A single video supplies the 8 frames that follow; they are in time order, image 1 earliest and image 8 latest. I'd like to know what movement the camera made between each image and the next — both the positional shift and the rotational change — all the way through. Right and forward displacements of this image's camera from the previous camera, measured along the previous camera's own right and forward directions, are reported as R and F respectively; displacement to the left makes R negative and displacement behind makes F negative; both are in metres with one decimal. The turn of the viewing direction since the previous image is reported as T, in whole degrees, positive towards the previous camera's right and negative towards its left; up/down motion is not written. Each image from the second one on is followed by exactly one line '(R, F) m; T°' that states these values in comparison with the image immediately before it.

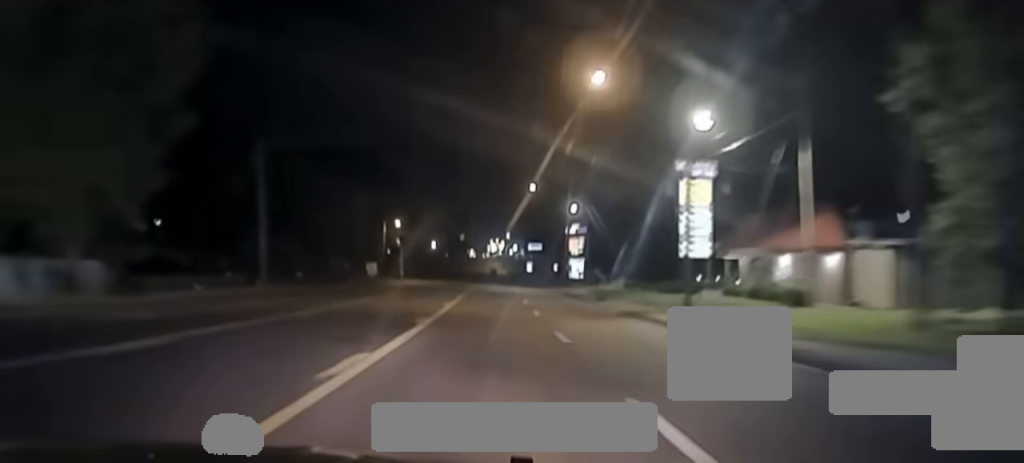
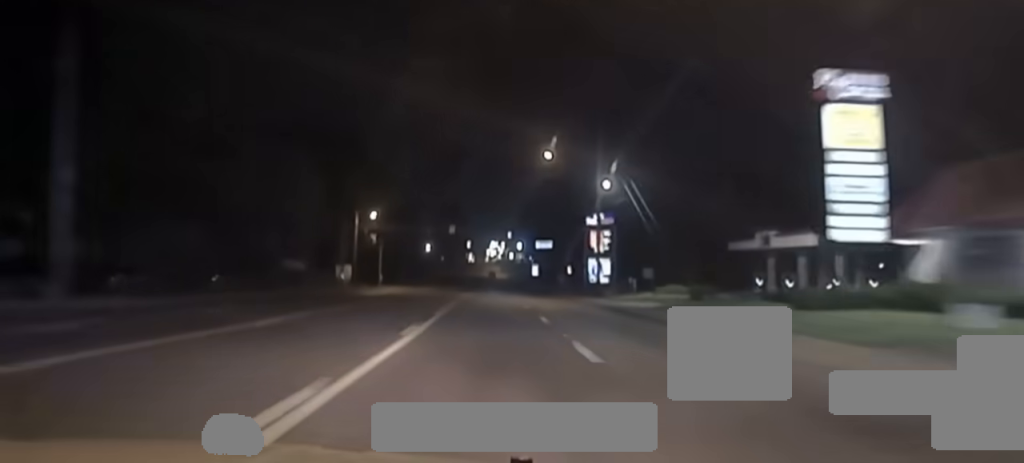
(0.0, +31.2) m; 0°
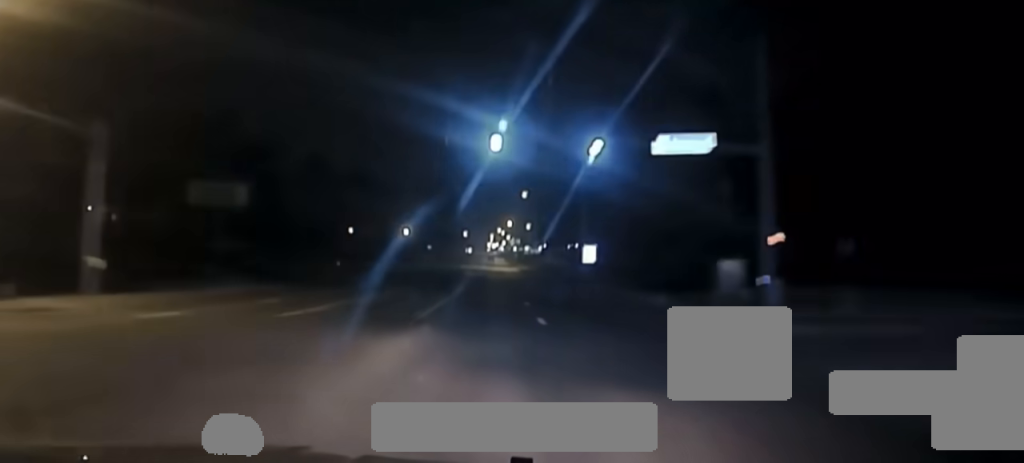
(-0.4, +100.8) m; 0°
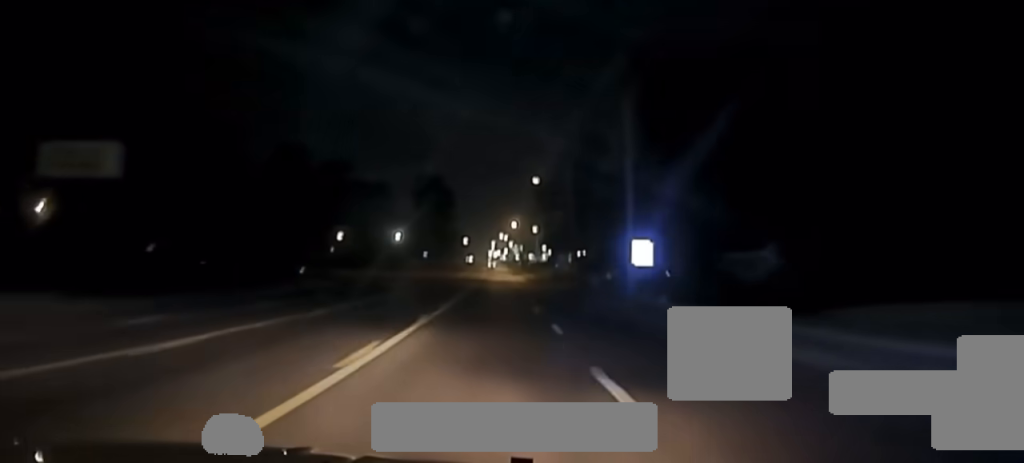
(+0.1, +25.9) m; 0°
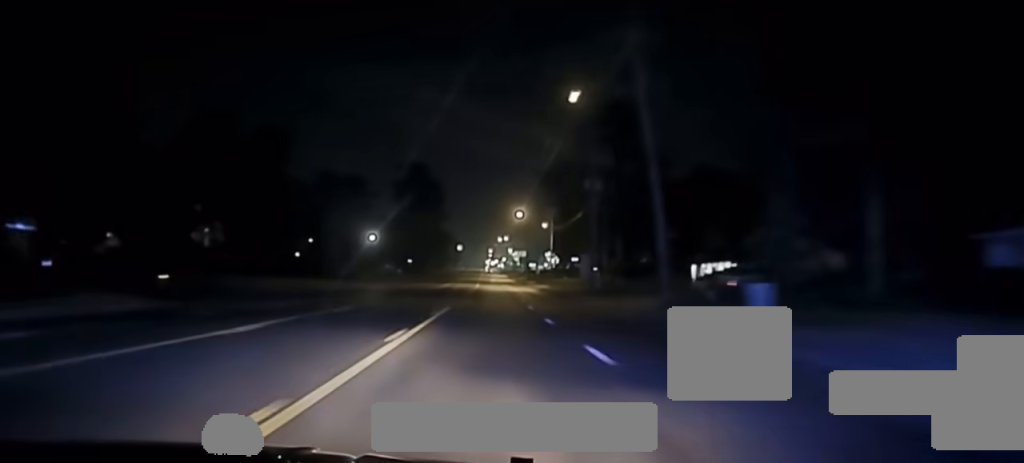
(+0.3, +44.8) m; 0°
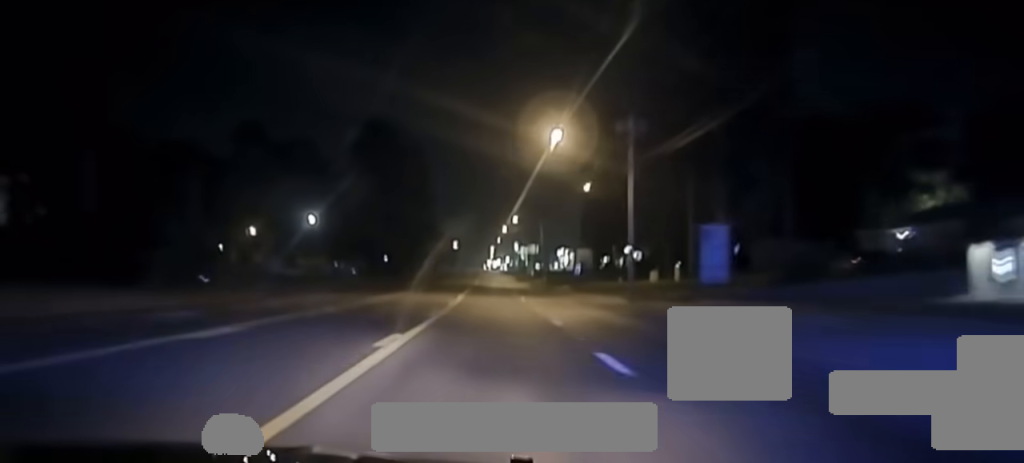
(-0.3, +57.0) m; 0°
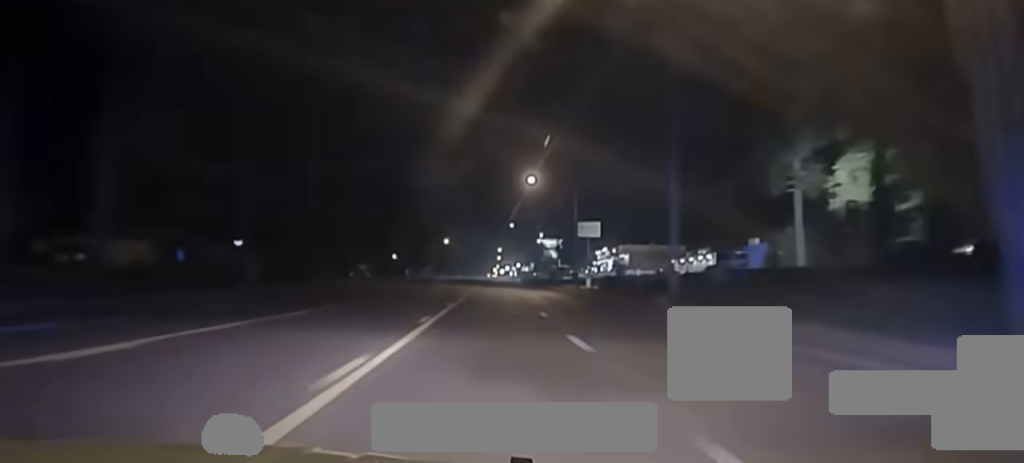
(+0.2, +91.5) m; 0°
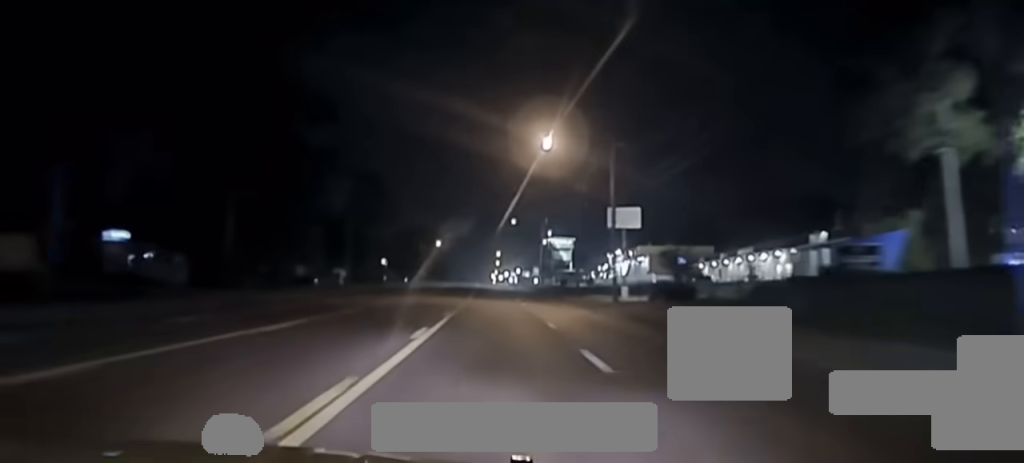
(+0.1, +24.9) m; 0°
